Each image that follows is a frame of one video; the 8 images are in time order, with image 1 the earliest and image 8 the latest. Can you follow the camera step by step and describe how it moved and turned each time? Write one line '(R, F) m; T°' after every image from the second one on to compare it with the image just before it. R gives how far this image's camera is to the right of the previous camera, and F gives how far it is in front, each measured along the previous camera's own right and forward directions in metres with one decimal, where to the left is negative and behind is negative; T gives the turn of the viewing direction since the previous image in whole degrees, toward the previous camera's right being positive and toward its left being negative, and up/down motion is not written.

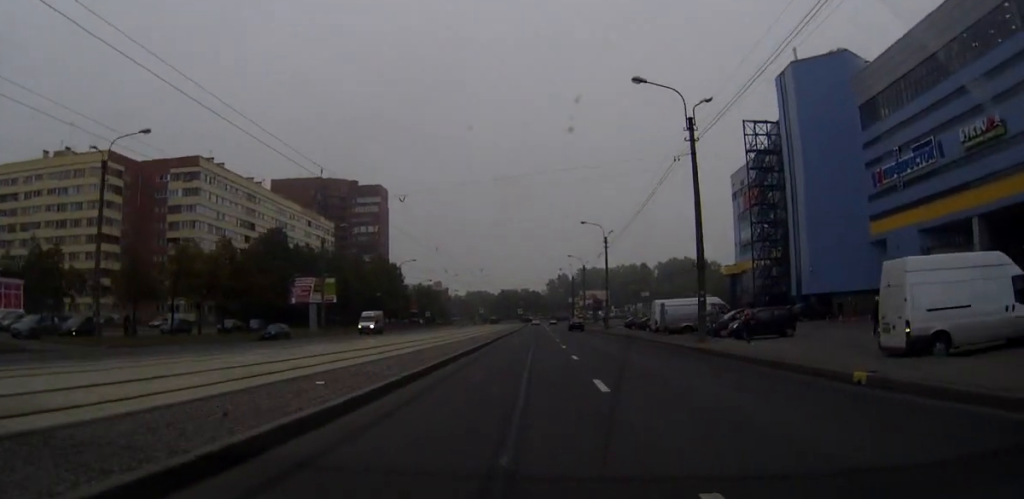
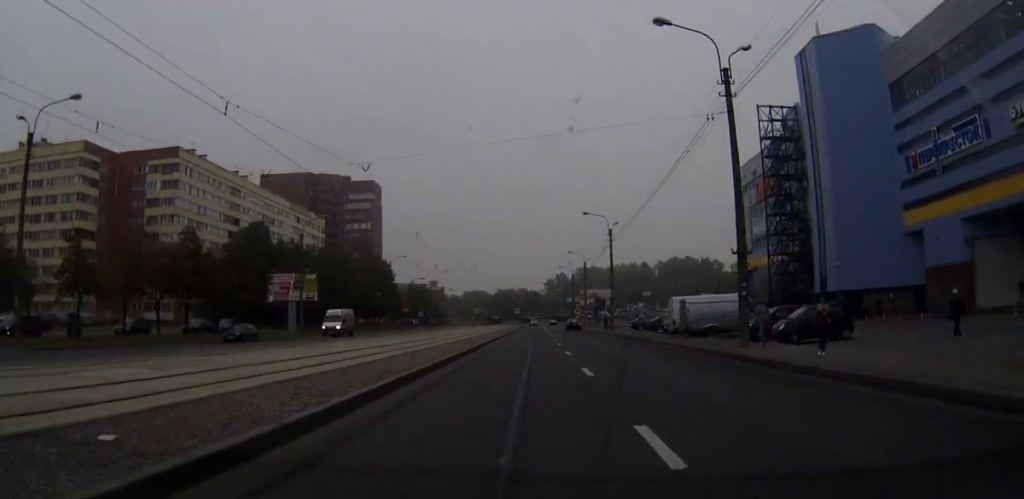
(0.0, +7.8) m; 0°
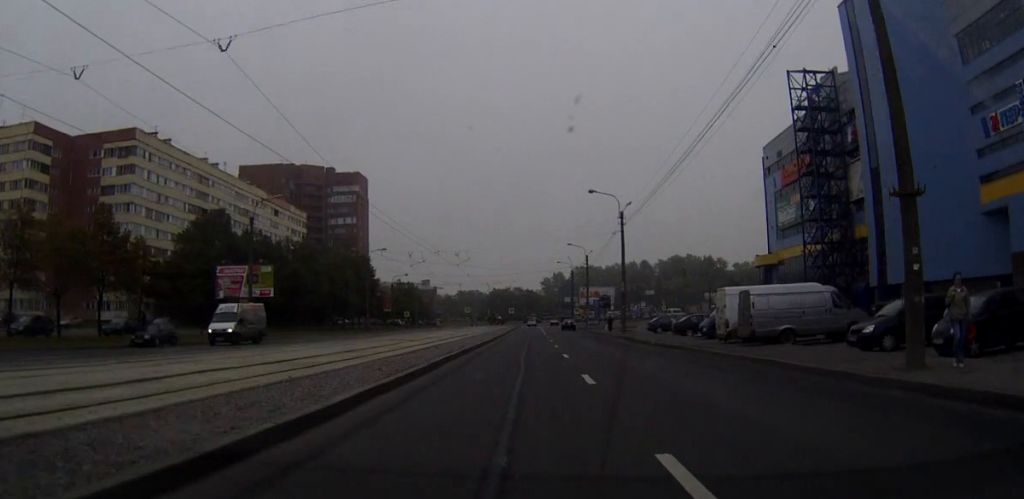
(0.0, +14.1) m; 0°
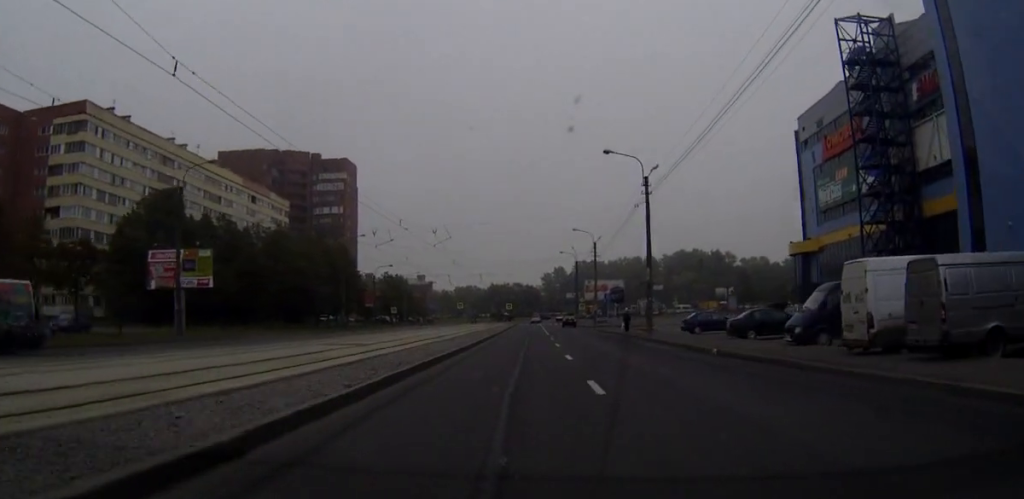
(+0.1, +15.0) m; 0°
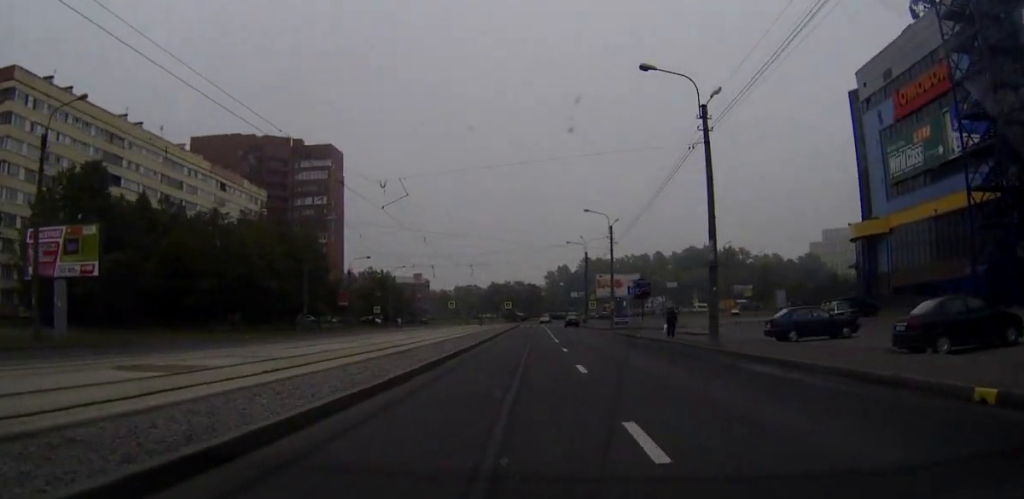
(-0.1, +18.5) m; -1°
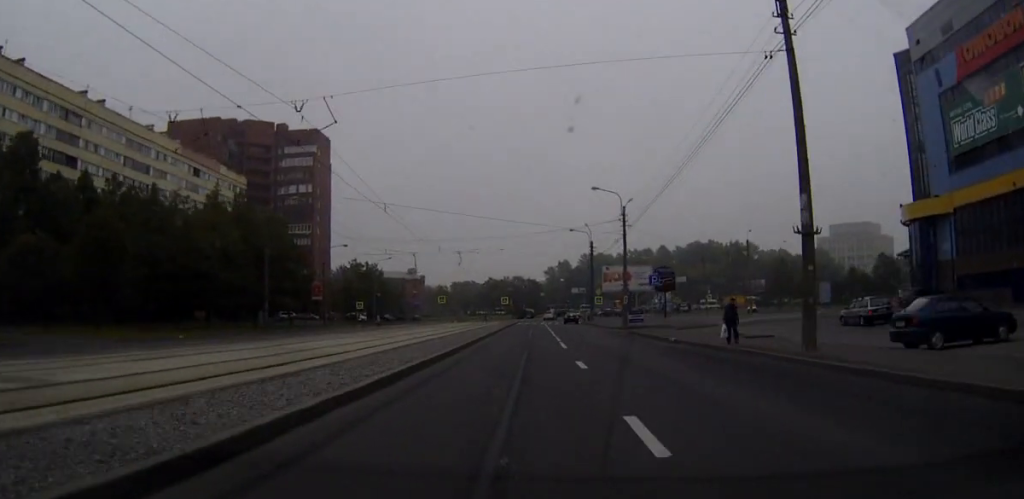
(-0.1, +12.6) m; 0°
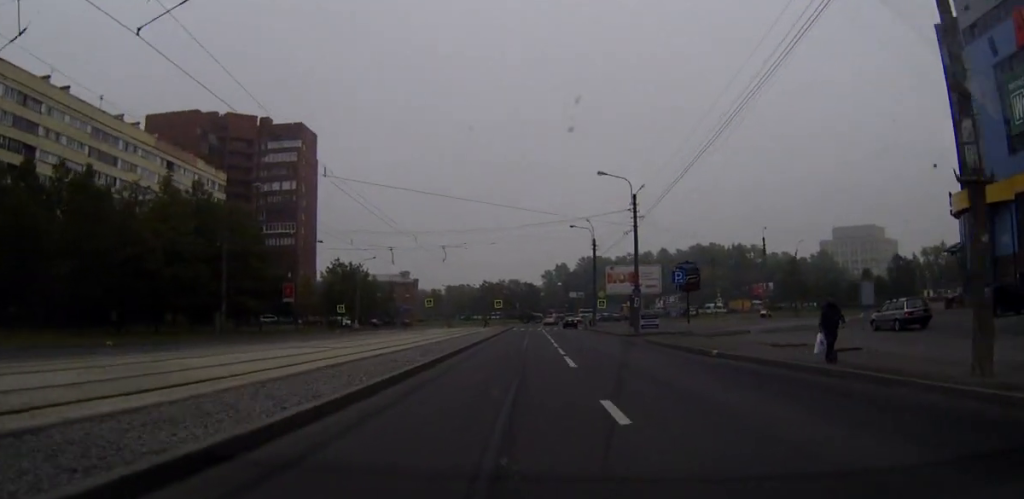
(0.0, +9.9) m; +1°
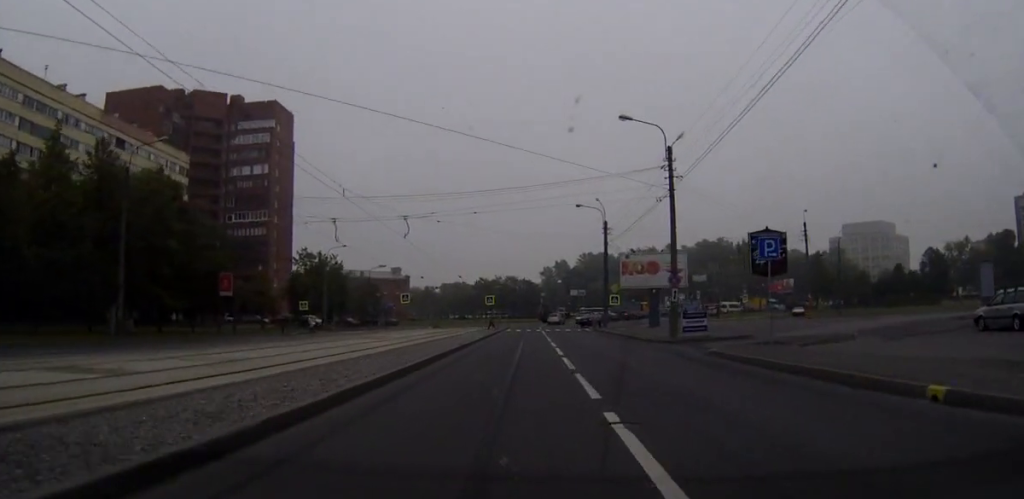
(+0.7, +17.3) m; +3°
